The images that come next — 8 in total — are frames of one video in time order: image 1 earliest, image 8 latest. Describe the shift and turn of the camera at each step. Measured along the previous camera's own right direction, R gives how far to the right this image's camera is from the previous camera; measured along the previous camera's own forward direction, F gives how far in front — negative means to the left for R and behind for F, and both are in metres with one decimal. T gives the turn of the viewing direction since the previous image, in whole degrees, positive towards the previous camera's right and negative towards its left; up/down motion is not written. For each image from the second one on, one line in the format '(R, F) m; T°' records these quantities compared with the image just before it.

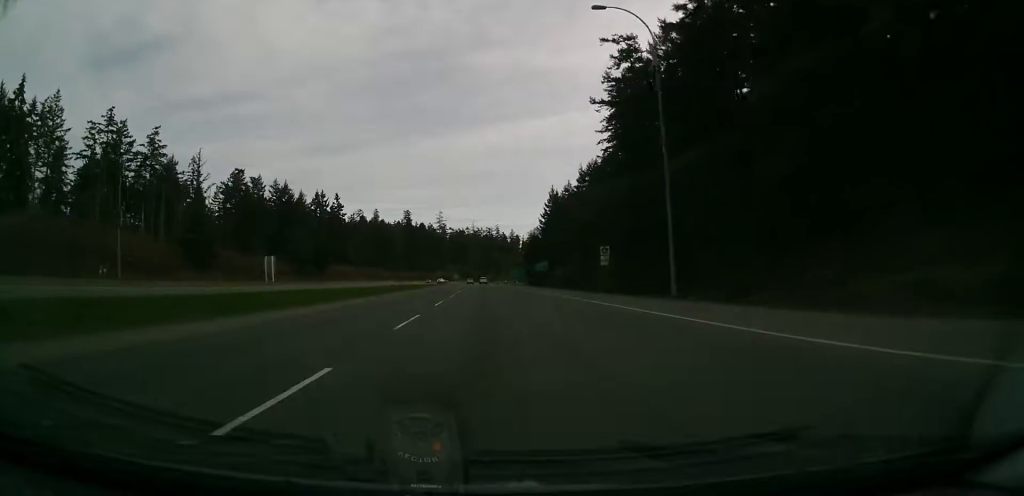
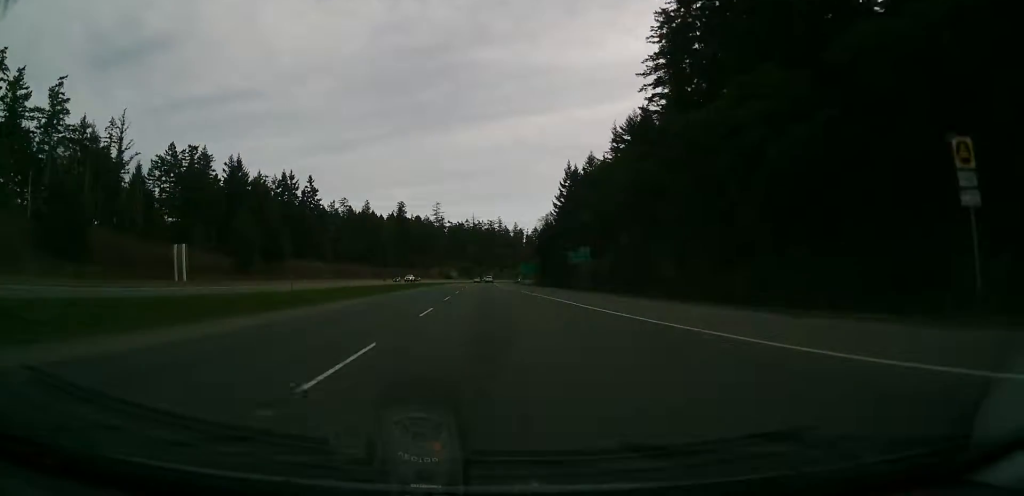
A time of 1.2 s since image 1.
(+0.4, +33.8) m; 0°
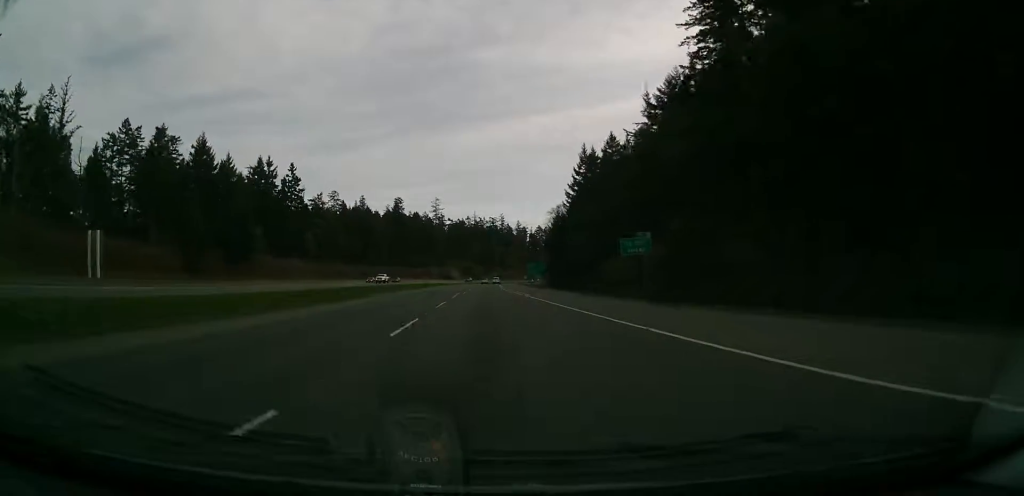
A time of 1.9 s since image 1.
(-0.3, +19.1) m; -1°
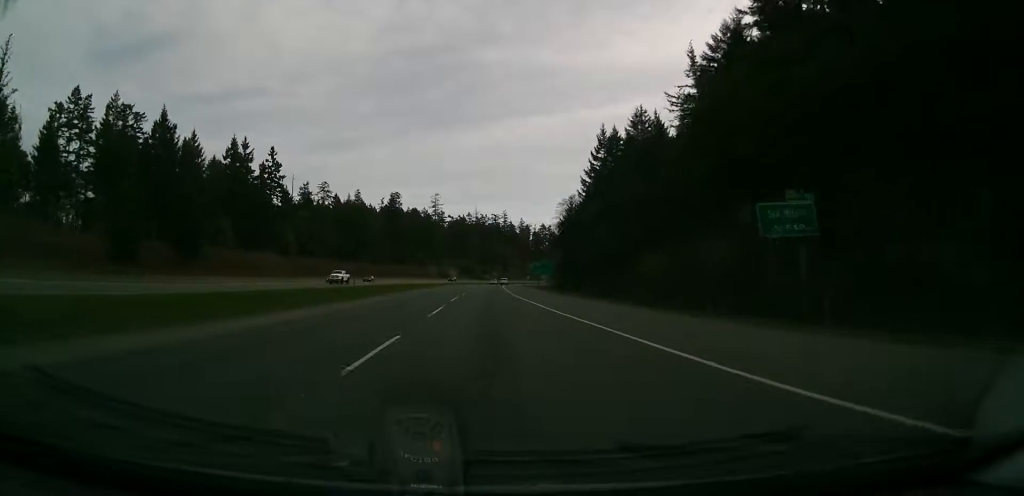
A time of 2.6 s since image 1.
(-0.1, +17.3) m; 0°
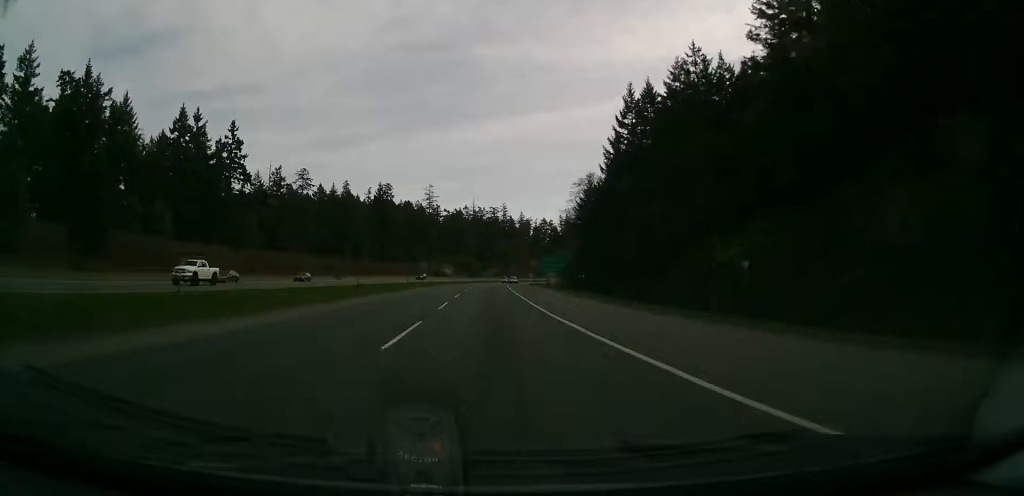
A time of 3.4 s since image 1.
(-0.1, +22.8) m; 0°
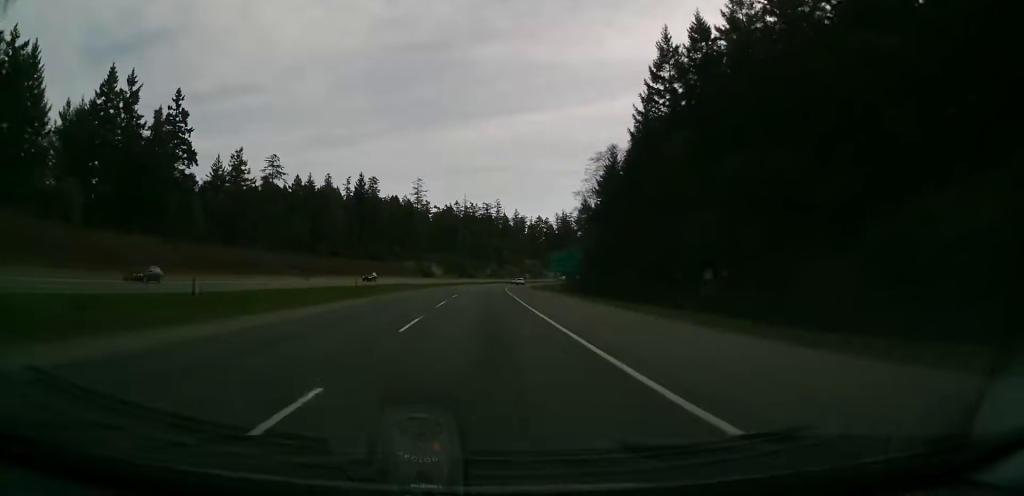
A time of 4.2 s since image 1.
(+0.1, +21.8) m; 0°
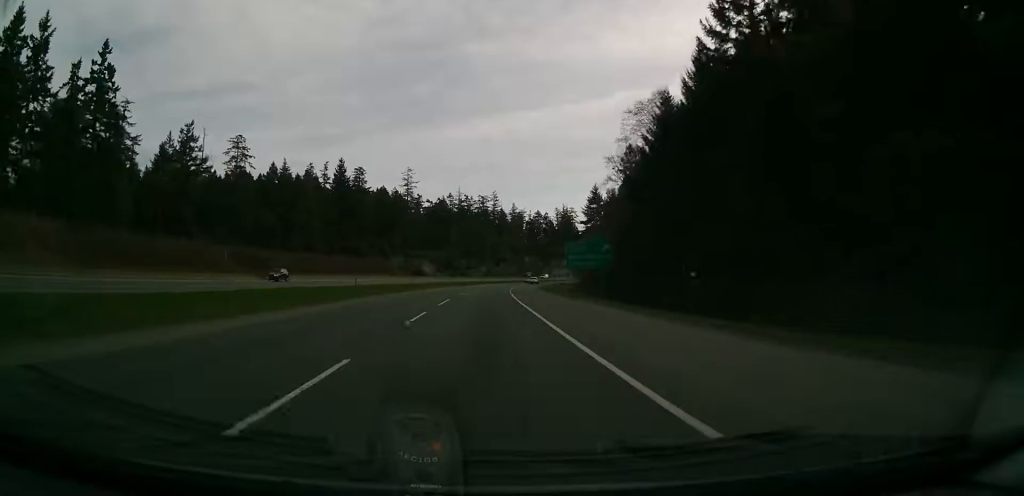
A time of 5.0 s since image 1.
(0.0, +22.6) m; 0°
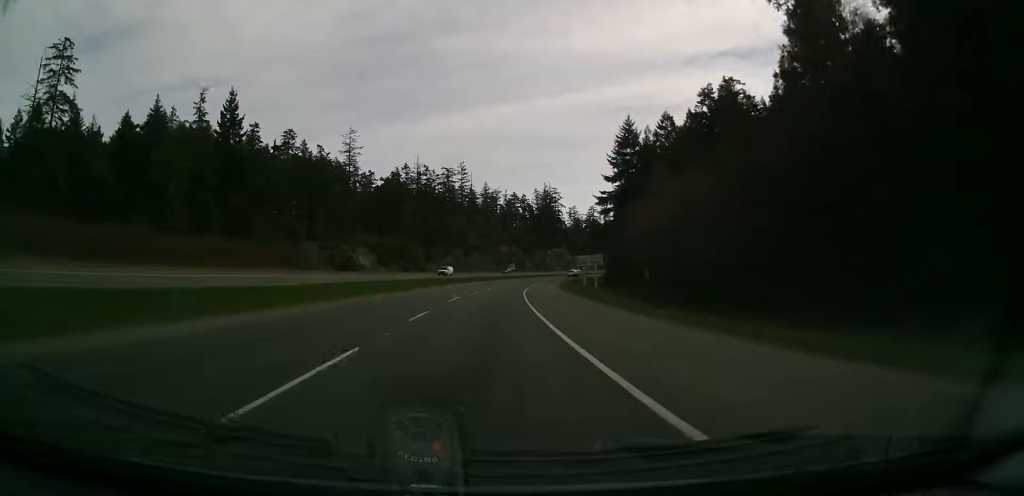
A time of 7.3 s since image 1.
(+0.5, +62.0) m; +2°
